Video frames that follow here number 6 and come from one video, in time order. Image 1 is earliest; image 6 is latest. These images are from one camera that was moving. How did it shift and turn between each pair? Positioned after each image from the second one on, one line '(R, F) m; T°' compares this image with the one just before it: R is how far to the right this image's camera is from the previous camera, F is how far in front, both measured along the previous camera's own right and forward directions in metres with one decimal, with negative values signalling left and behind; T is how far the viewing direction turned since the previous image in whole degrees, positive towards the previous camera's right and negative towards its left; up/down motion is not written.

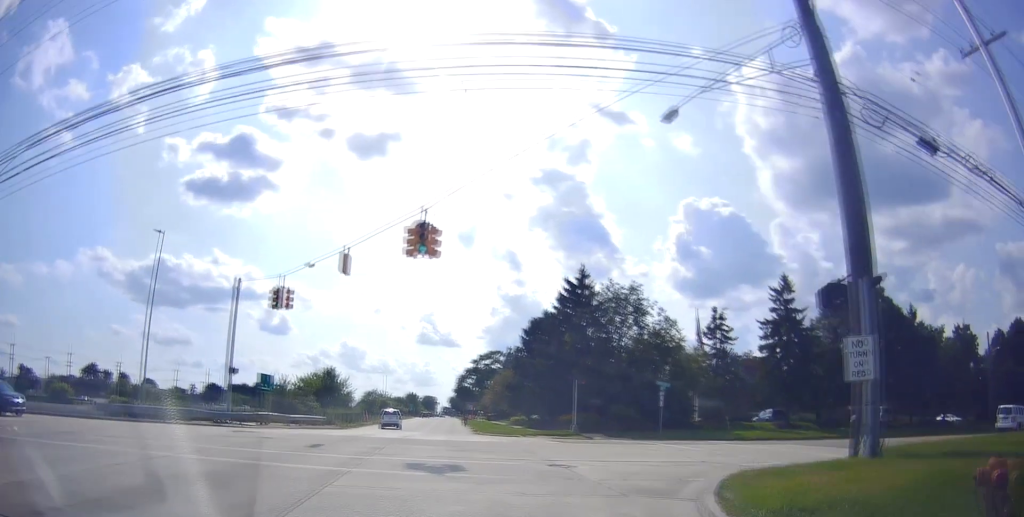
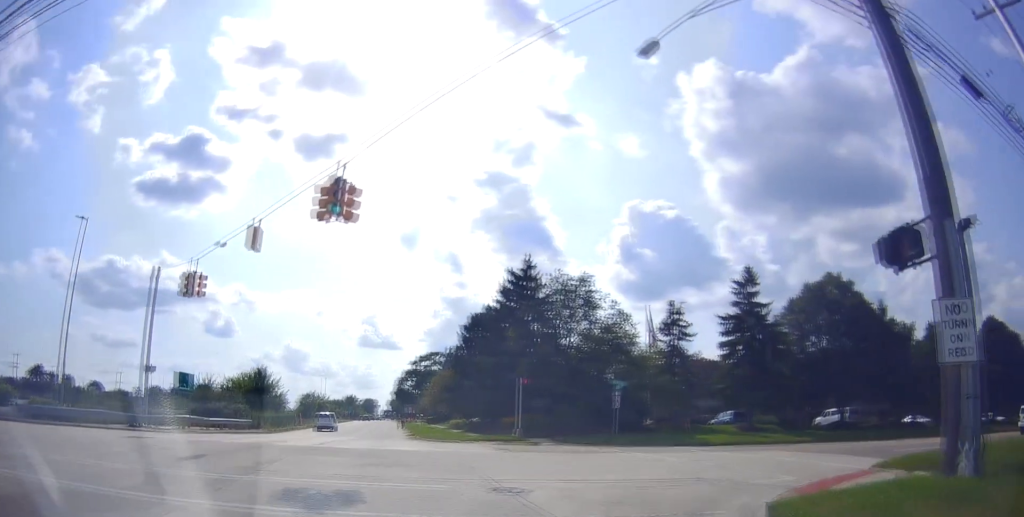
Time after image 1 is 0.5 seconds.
(+0.1, +4.3) m; +4°
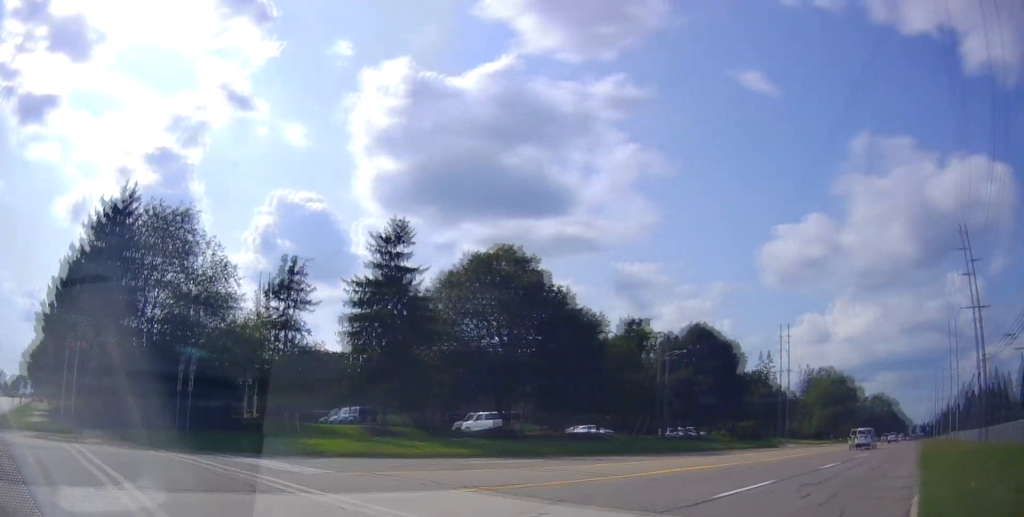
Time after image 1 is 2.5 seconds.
(+2.9, +12.5) m; +43°
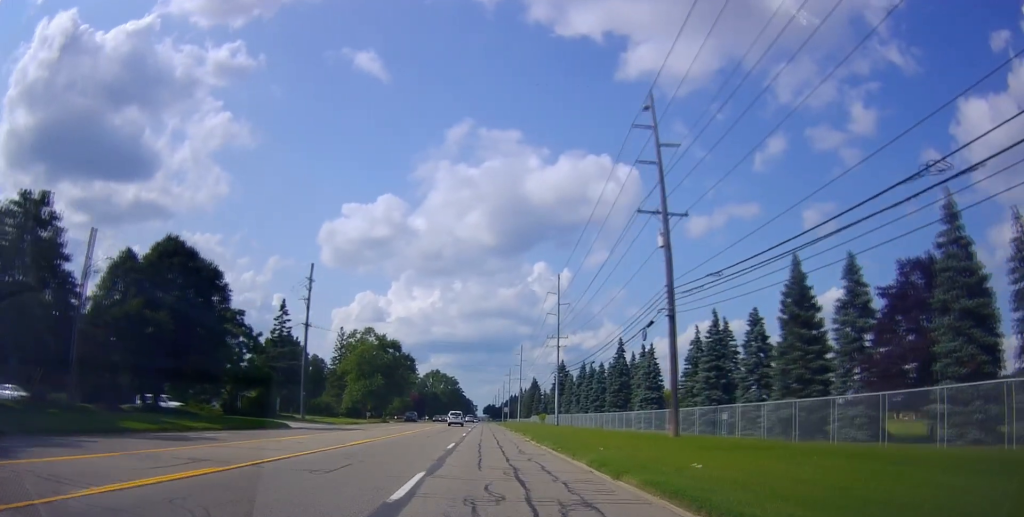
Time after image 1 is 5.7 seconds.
(+13.4, +21.8) m; +36°
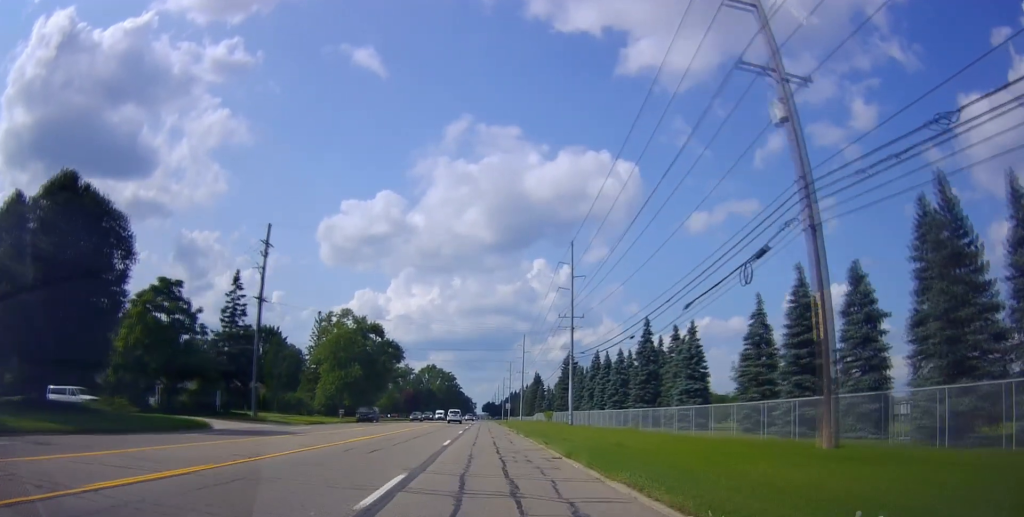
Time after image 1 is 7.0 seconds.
(0.0, +14.9) m; 0°
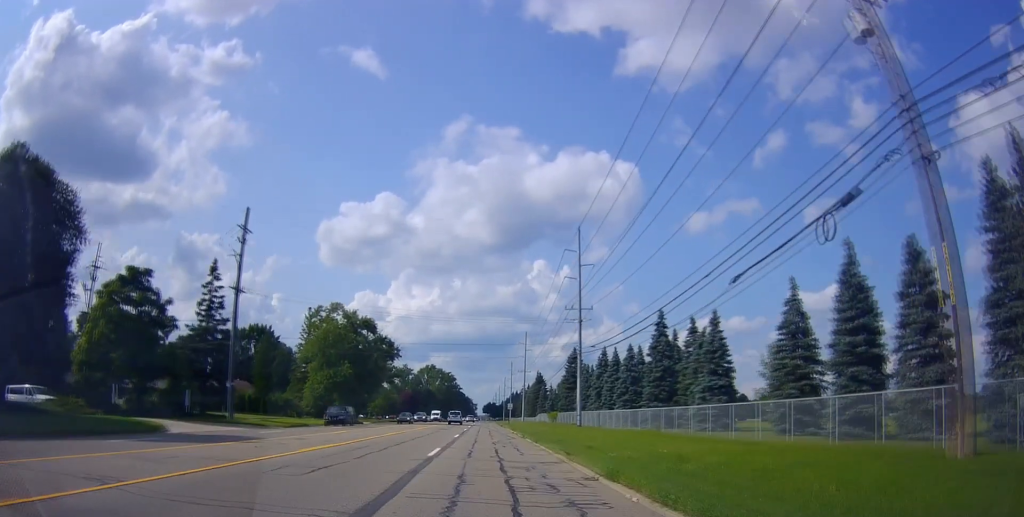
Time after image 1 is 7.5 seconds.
(0.0, +5.7) m; 0°
